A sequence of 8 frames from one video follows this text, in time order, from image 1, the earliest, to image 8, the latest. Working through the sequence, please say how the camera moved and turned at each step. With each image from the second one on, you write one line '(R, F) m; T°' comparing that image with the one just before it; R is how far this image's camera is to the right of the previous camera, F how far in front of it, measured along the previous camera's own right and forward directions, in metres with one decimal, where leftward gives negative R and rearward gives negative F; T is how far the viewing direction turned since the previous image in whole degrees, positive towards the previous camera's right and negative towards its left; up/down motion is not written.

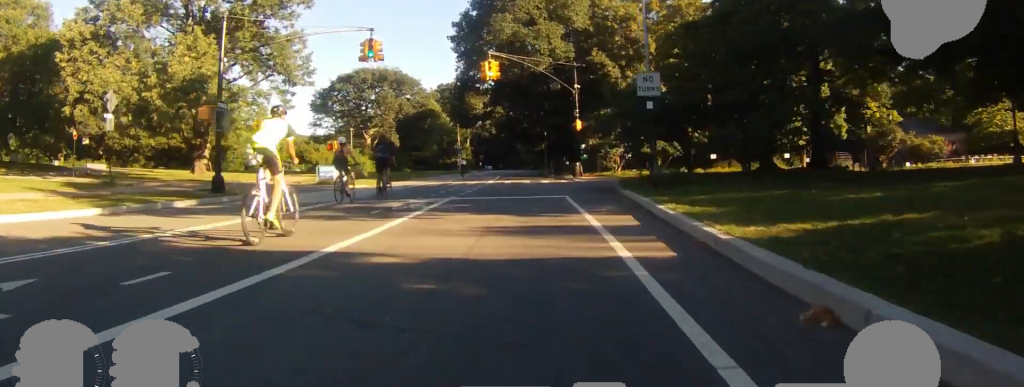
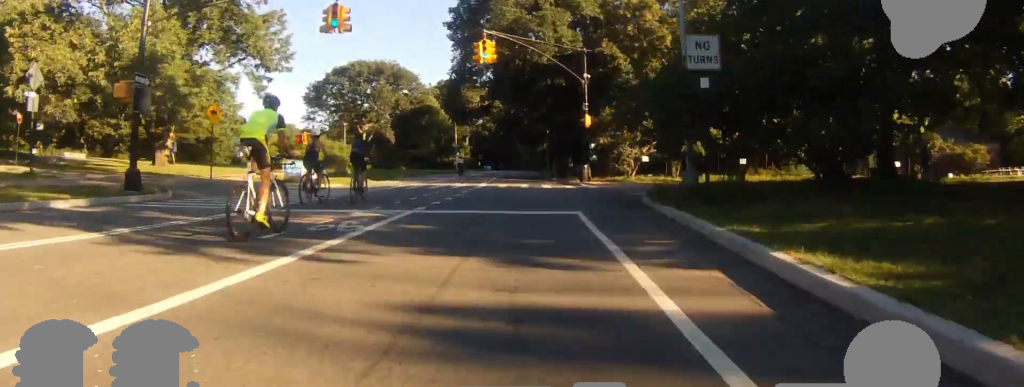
(0.0, +4.8) m; 0°
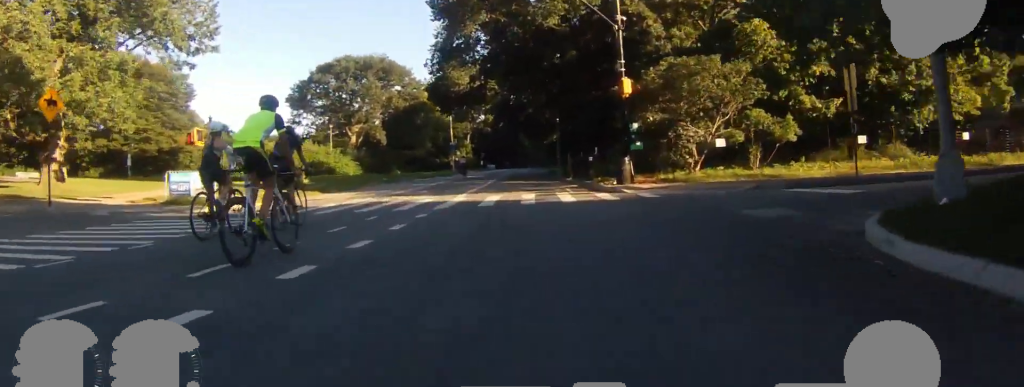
(-0.2, +10.7) m; -2°
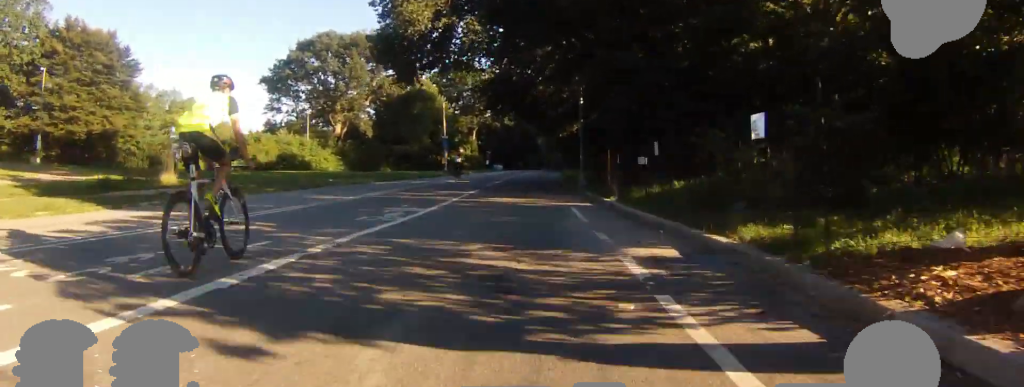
(-0.2, +15.7) m; -1°
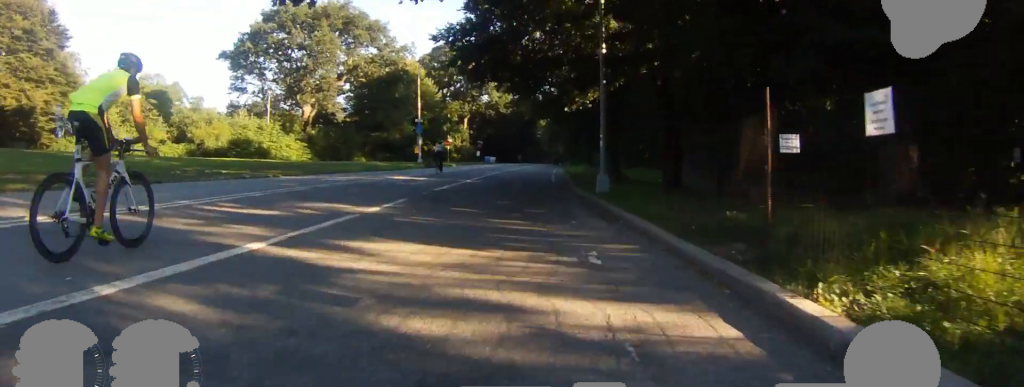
(0.0, +12.0) m; 0°
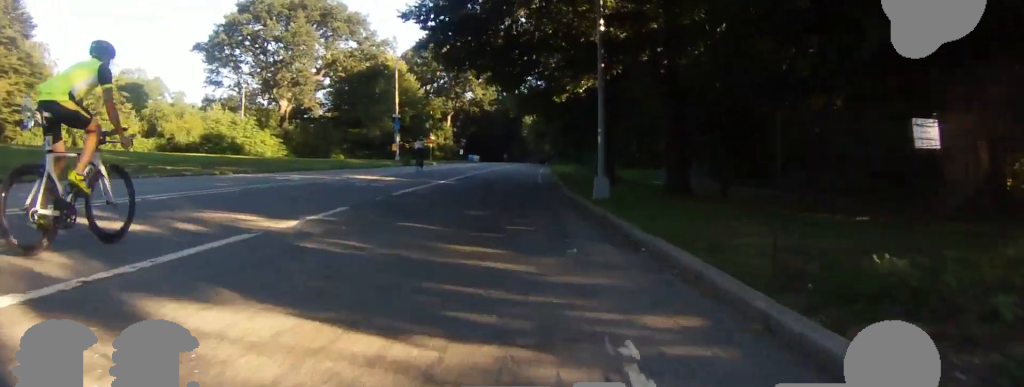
(0.0, +3.0) m; 0°
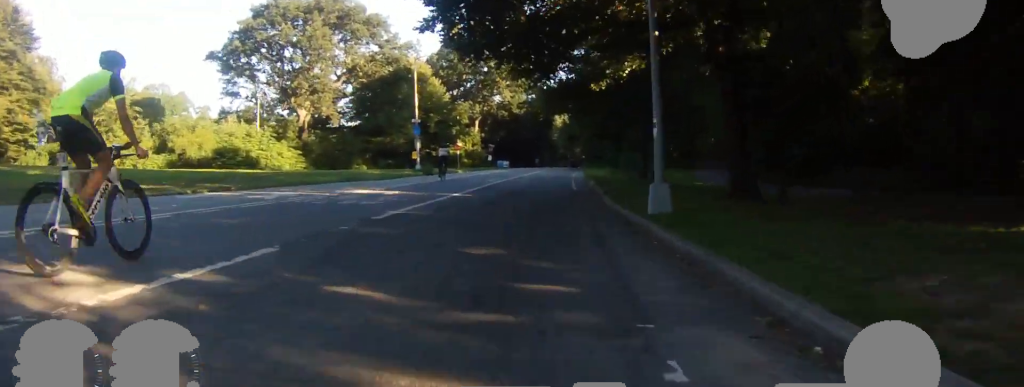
(0.0, +3.5) m; 0°
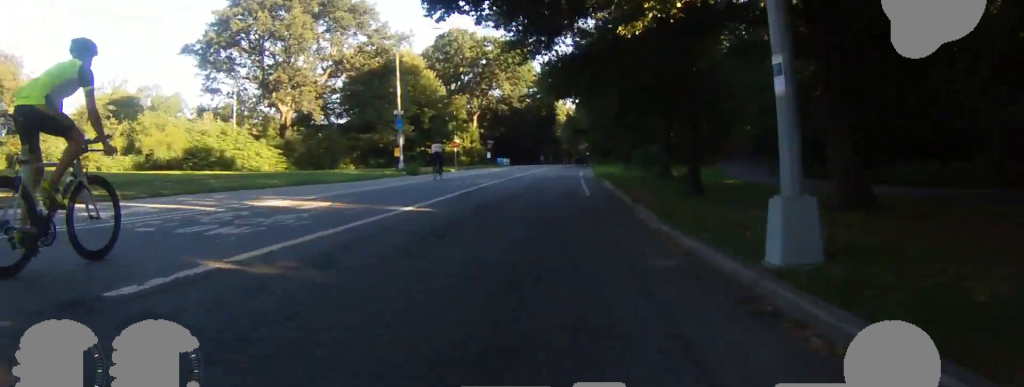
(0.0, +5.7) m; 0°
